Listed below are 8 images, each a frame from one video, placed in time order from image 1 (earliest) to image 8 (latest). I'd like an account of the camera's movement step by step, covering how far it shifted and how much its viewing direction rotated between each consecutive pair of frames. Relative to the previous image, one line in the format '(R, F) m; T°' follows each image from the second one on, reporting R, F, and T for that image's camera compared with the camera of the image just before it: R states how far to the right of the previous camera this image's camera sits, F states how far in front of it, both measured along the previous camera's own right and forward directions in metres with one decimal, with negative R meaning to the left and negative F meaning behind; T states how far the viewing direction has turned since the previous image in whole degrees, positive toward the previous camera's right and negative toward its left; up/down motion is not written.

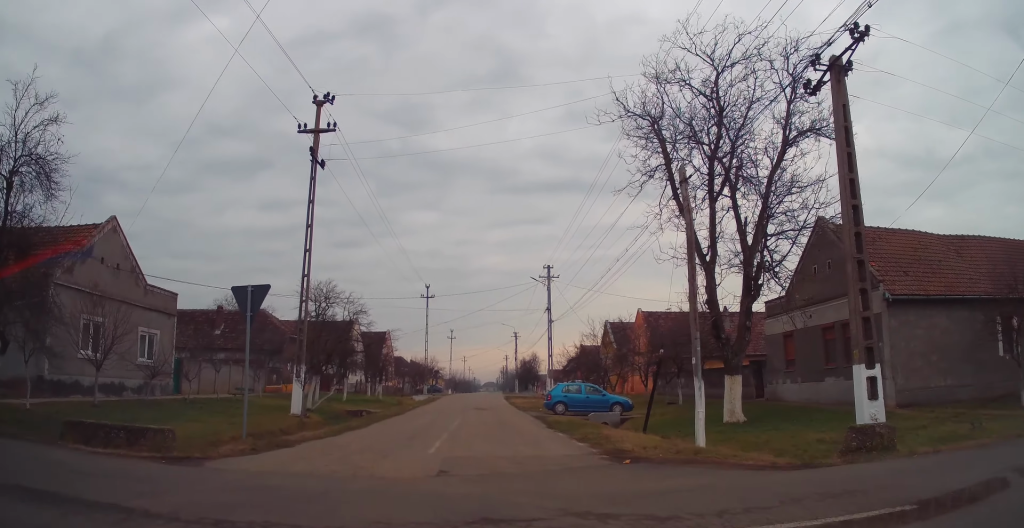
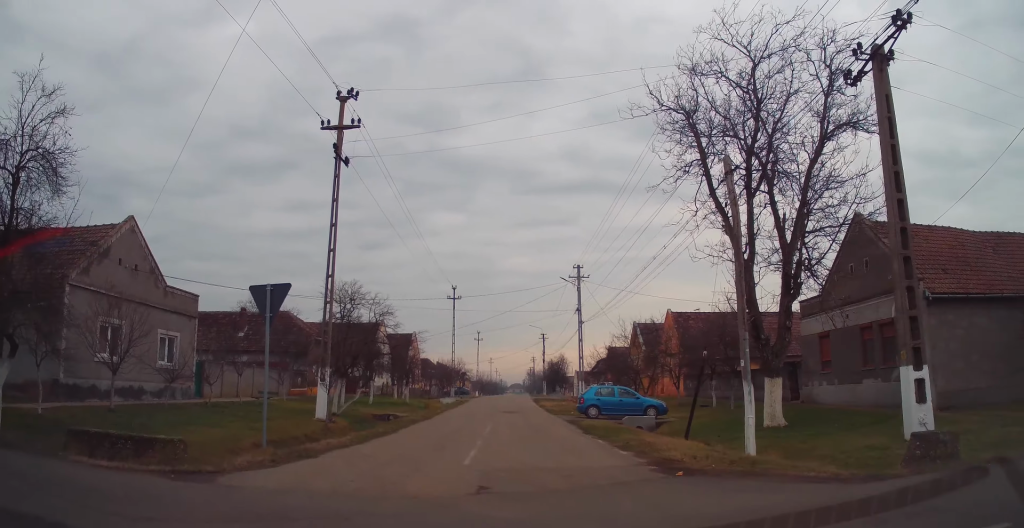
(-0.2, +1.4) m; -8°
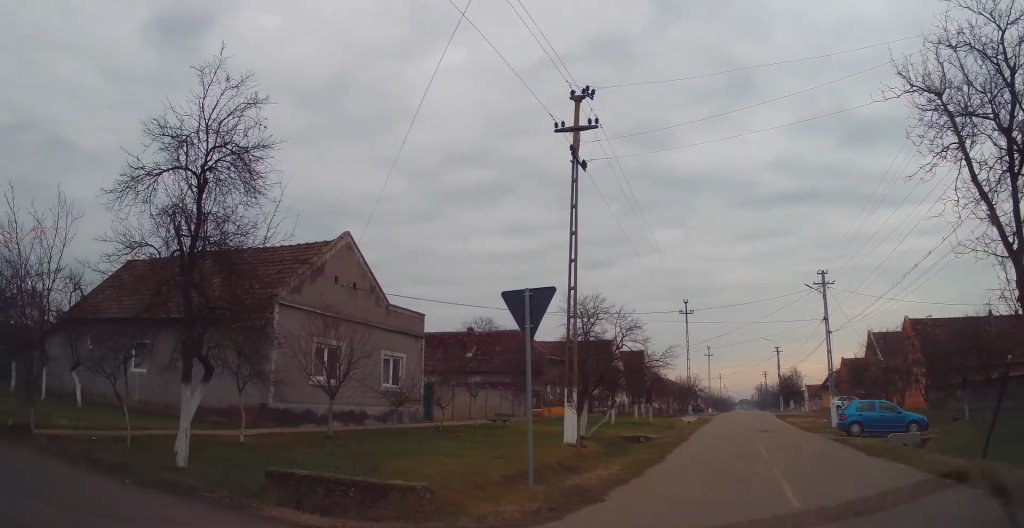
(-0.5, +2.9) m; -21°
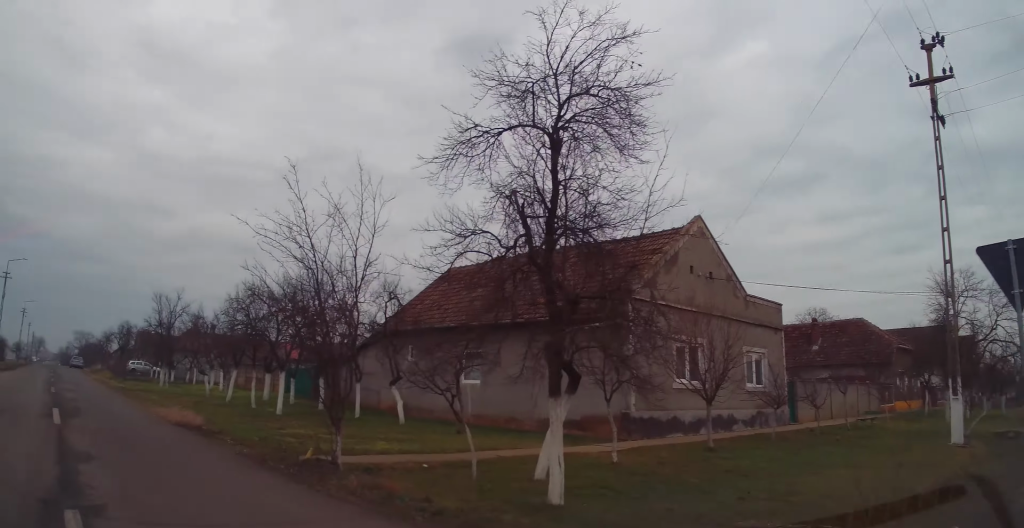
(-0.3, +2.3) m; -21°
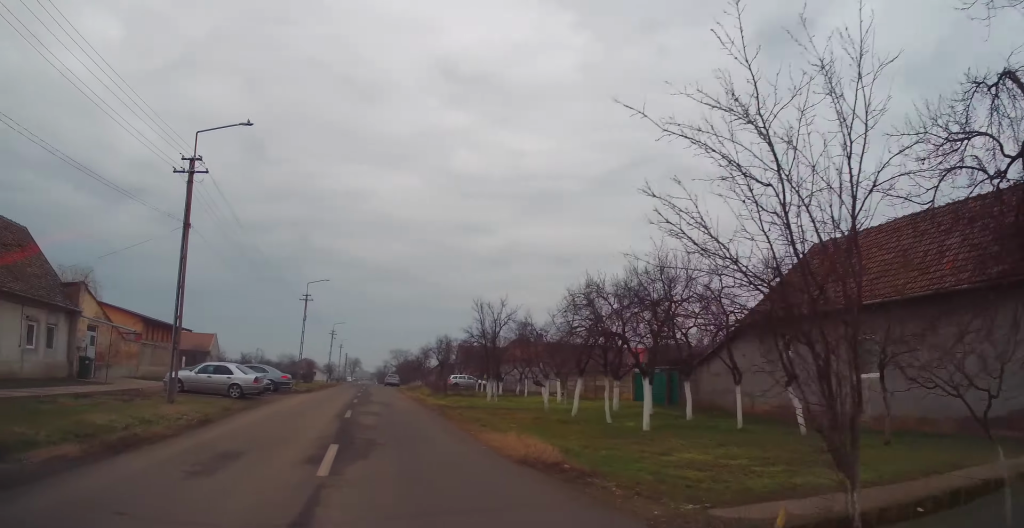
(-0.7, +3.1) m; -21°
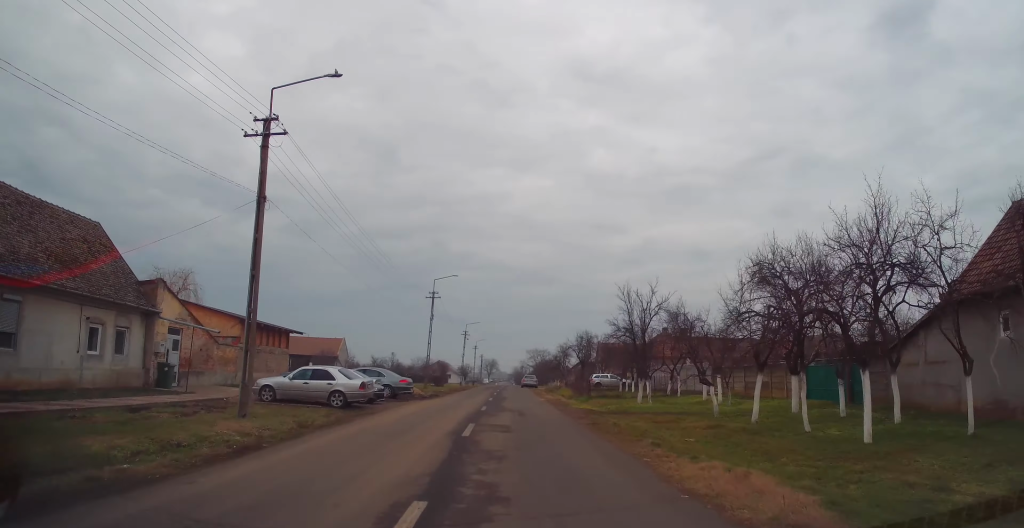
(-0.5, +3.6) m; -9°
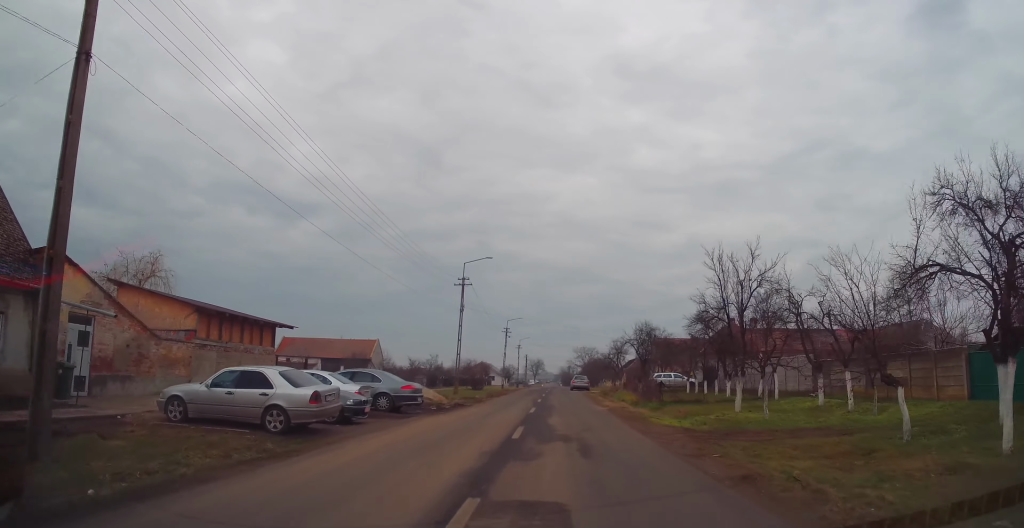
(-0.3, +8.9) m; -3°
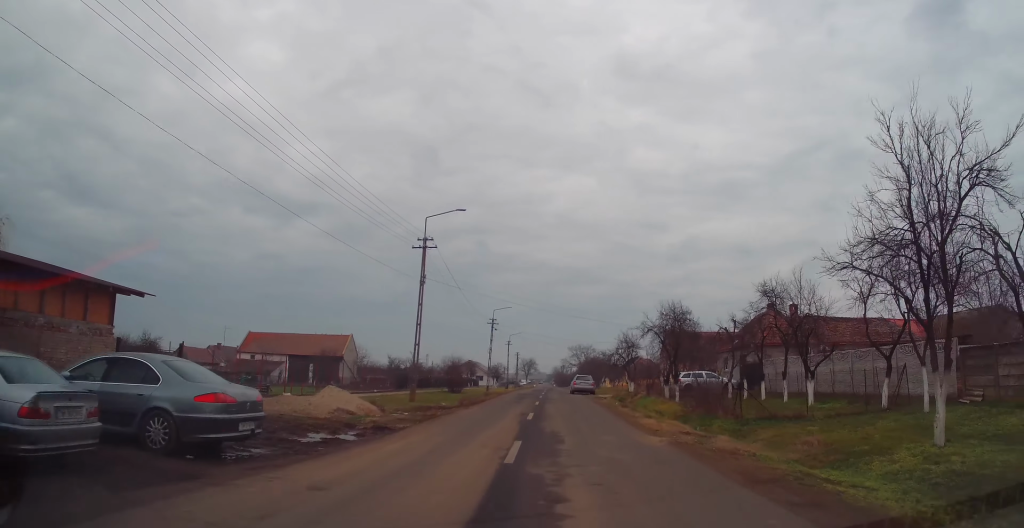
(-0.1, +11.6) m; 0°
